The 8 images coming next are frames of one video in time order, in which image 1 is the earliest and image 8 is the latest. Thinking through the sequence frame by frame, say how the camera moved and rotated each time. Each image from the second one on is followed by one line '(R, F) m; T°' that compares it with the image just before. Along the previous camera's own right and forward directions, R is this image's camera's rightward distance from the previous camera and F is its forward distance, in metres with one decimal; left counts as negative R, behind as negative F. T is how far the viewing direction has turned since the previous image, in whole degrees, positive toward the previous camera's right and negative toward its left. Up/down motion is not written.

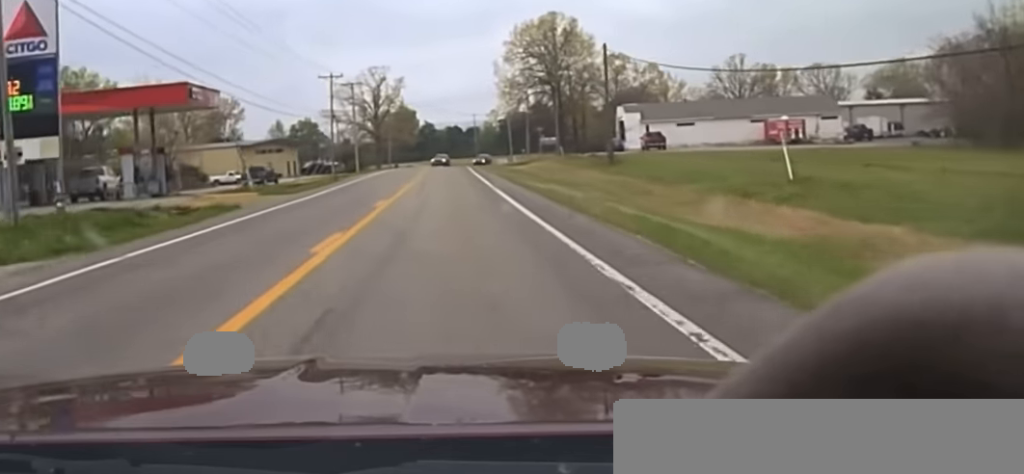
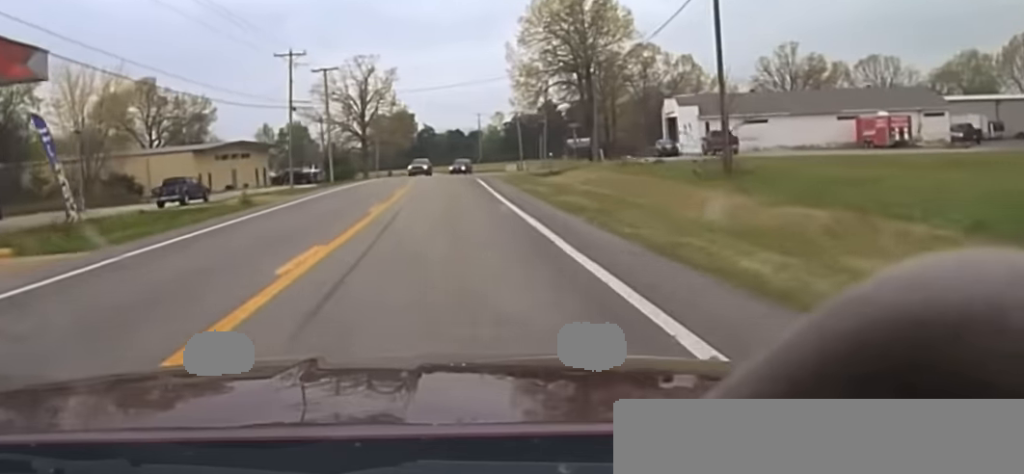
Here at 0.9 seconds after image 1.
(0.0, +25.2) m; 0°
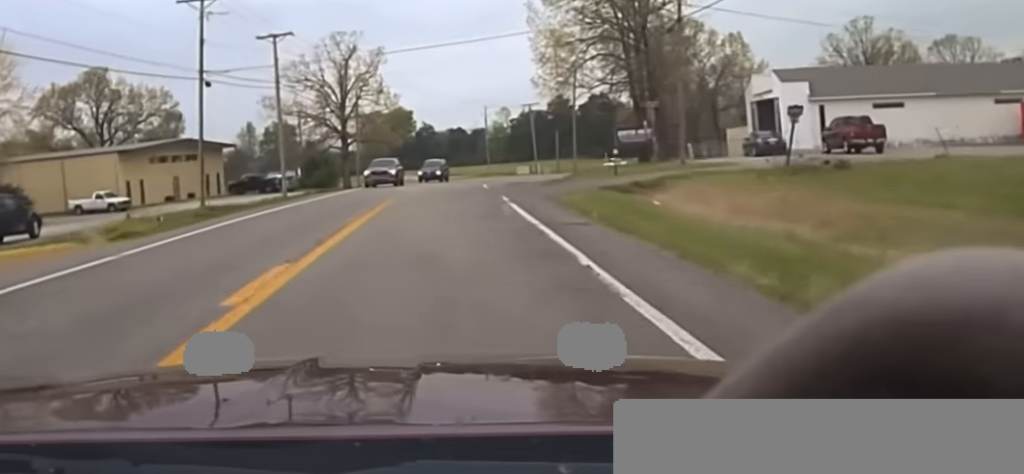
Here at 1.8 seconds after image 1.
(0.0, +24.4) m; 0°
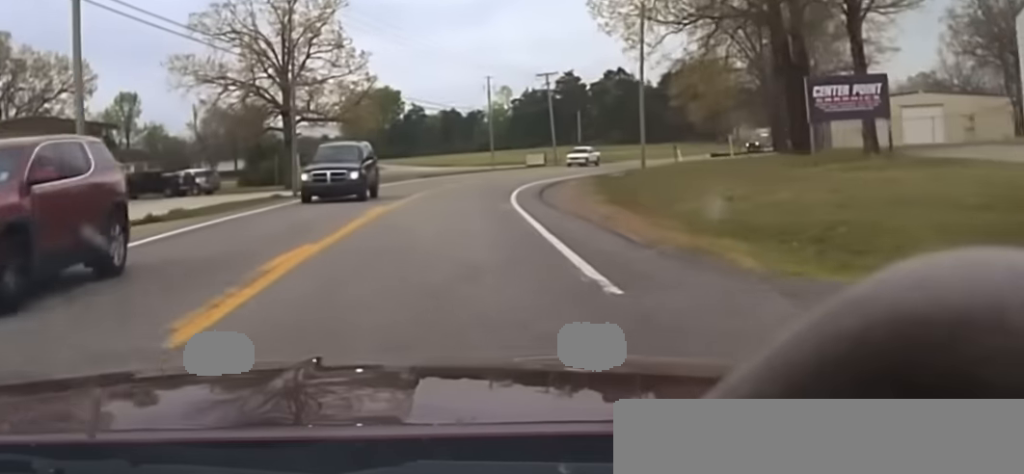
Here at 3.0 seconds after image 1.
(+0.2, +33.6) m; +2°
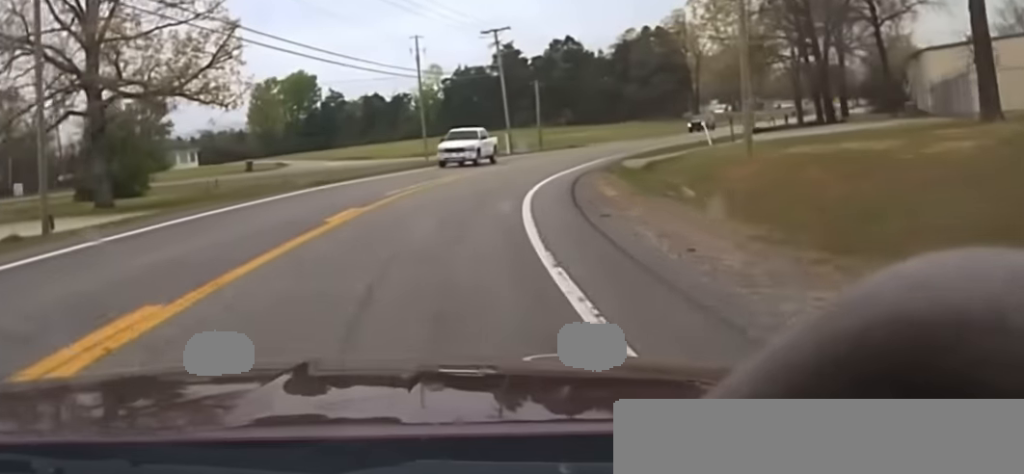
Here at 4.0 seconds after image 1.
(+0.7, +33.1) m; +3°
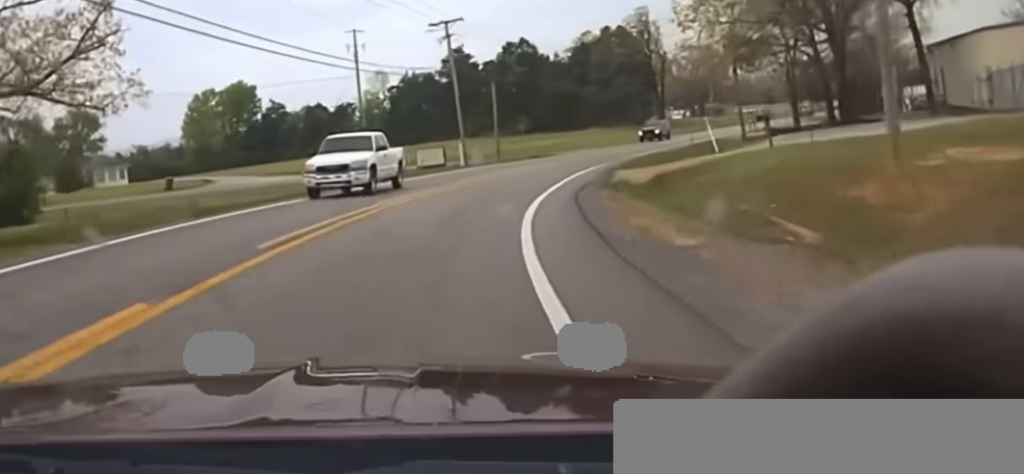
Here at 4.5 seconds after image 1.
(-0.2, +13.8) m; +2°
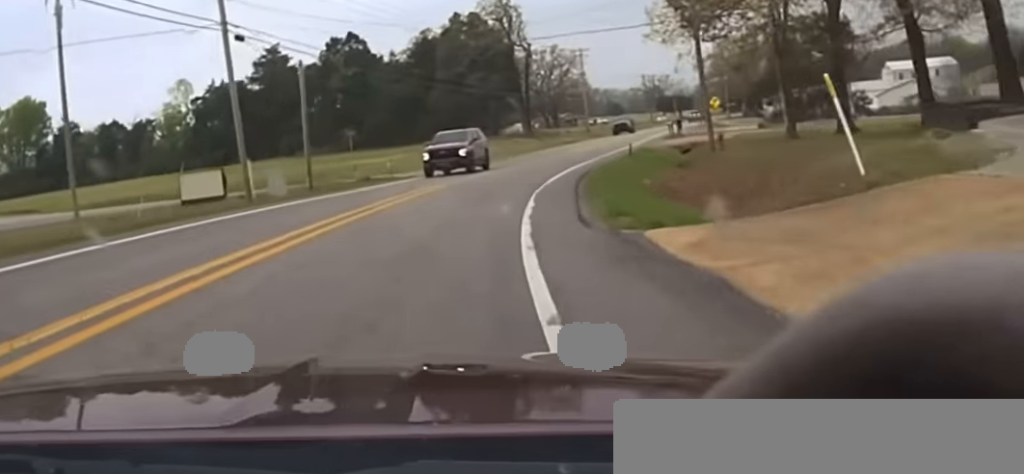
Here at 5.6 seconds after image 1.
(+1.9, +34.5) m; +9°
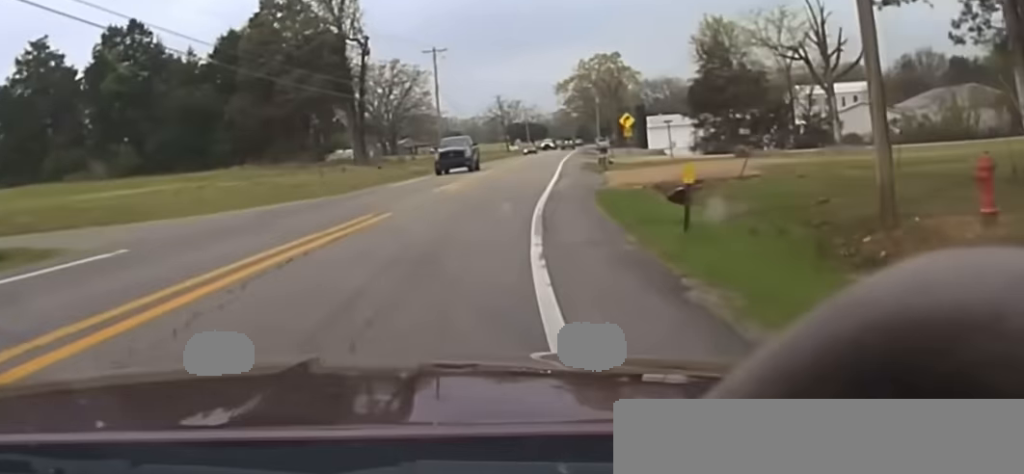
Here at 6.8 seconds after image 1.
(+3.5, +33.3) m; +10°
